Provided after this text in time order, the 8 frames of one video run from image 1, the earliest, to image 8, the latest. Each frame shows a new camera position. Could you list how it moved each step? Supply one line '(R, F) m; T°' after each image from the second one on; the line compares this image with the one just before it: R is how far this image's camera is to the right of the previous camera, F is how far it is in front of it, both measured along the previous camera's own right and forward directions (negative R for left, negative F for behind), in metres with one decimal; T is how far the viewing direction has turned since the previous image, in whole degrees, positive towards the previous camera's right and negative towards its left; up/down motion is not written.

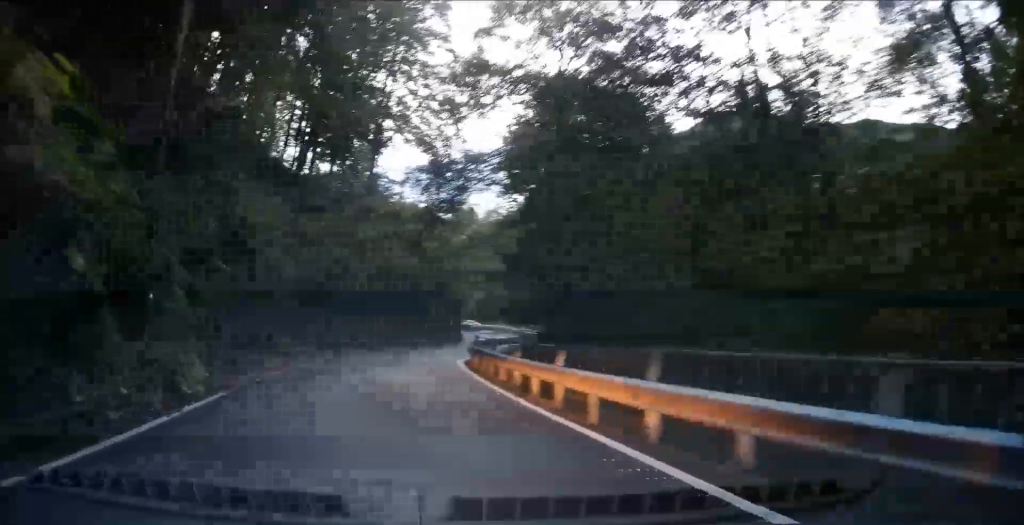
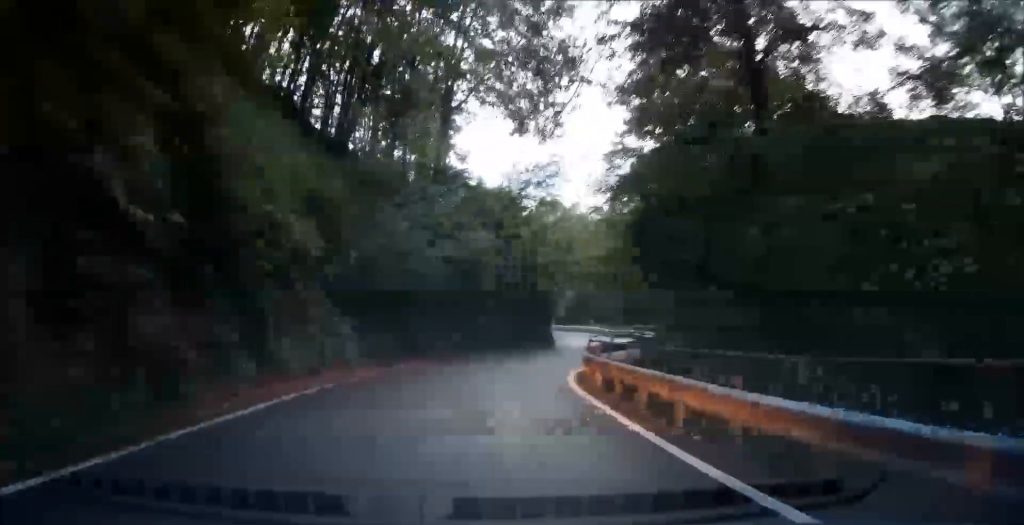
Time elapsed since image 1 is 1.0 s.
(-0.3, +7.6) m; -10°
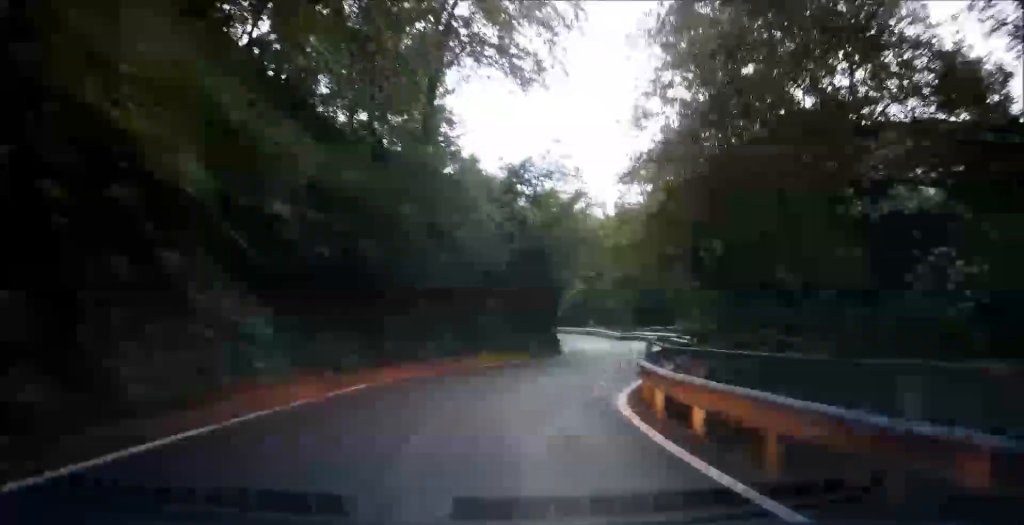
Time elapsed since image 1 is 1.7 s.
(-0.8, +6.0) m; -4°
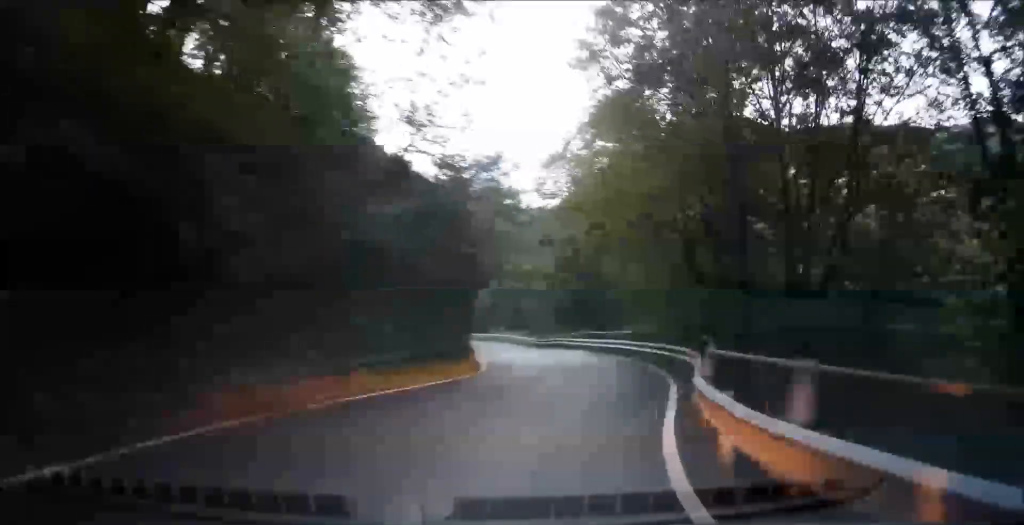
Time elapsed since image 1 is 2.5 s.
(+0.1, +7.4) m; +5°
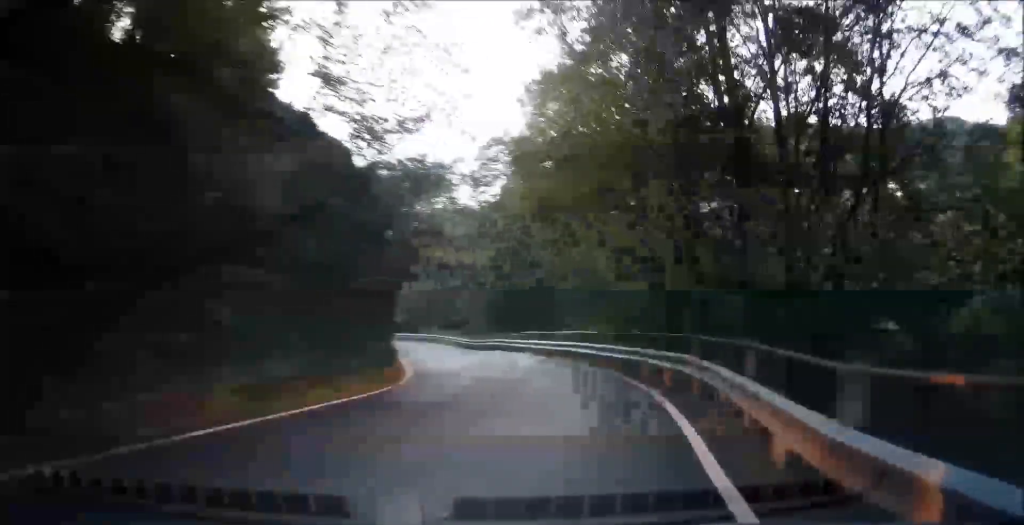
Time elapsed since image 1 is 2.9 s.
(-0.1, +4.1) m; +4°
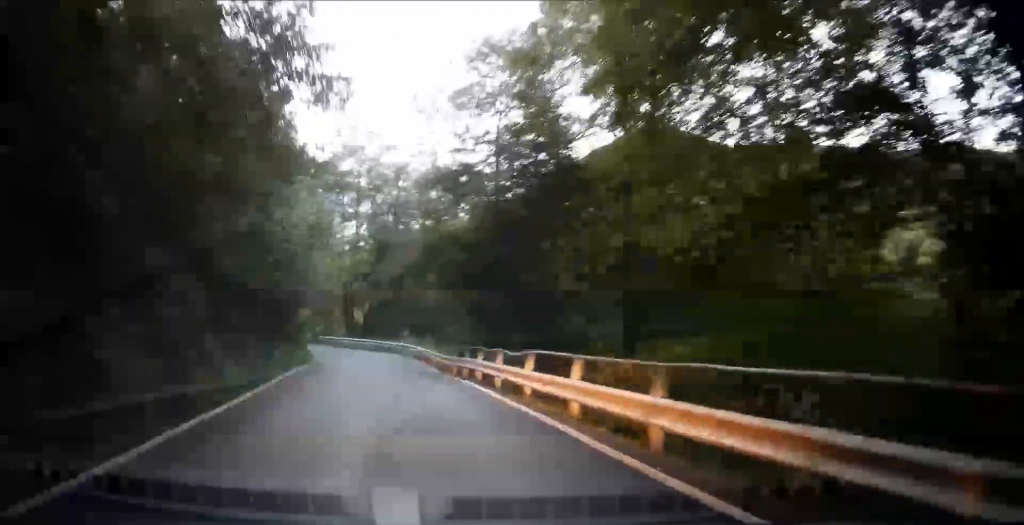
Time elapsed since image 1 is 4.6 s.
(+1.7, +17.4) m; +7°
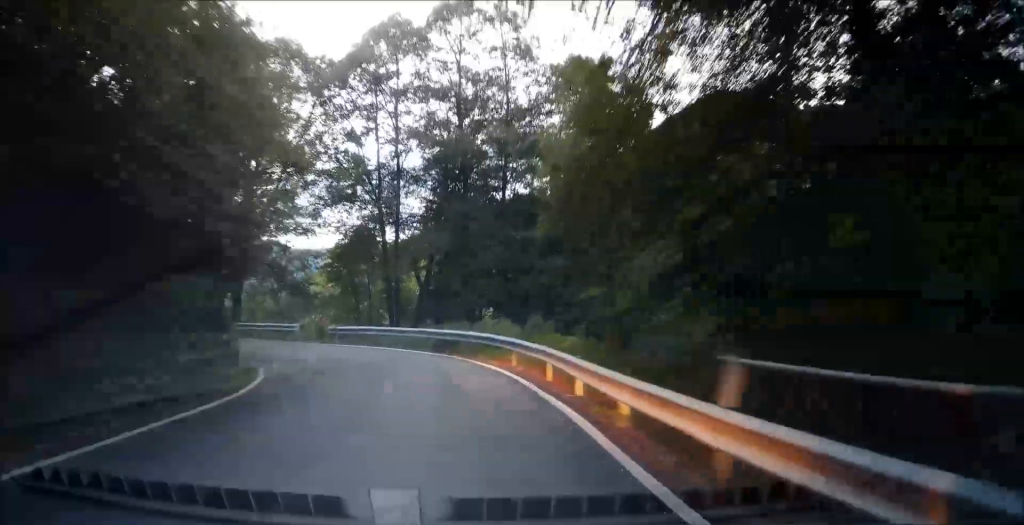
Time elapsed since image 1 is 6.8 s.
(-1.0, +21.8) m; -10°
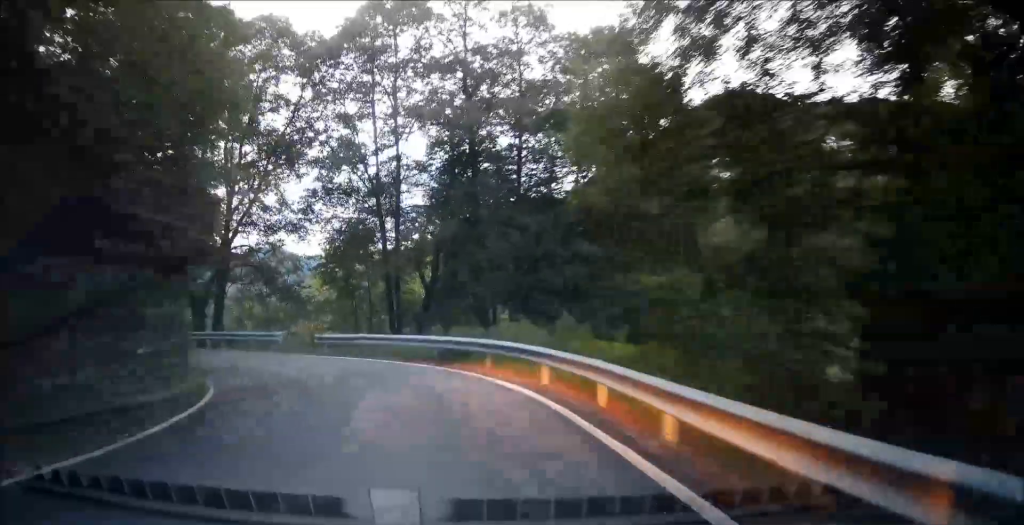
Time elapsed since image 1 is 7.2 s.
(-0.2, +4.2) m; -3°
